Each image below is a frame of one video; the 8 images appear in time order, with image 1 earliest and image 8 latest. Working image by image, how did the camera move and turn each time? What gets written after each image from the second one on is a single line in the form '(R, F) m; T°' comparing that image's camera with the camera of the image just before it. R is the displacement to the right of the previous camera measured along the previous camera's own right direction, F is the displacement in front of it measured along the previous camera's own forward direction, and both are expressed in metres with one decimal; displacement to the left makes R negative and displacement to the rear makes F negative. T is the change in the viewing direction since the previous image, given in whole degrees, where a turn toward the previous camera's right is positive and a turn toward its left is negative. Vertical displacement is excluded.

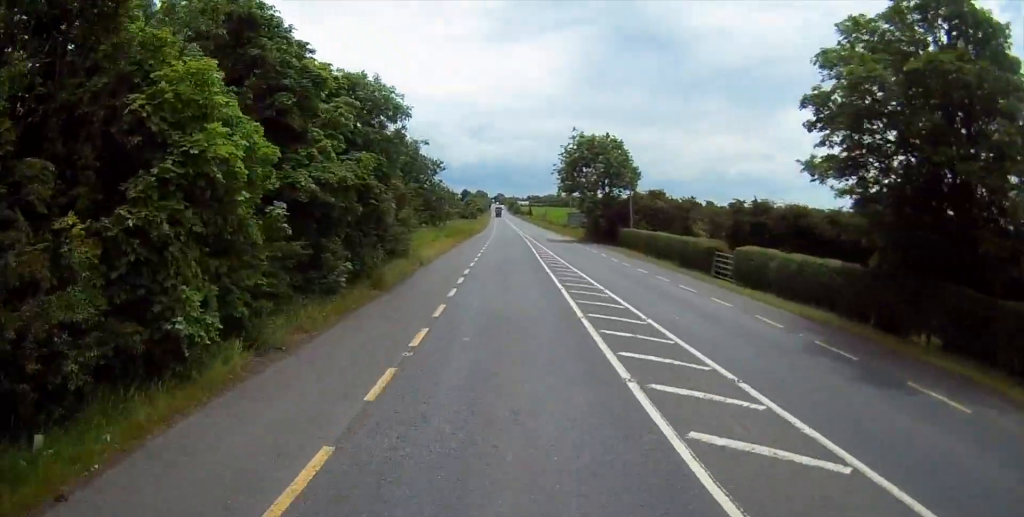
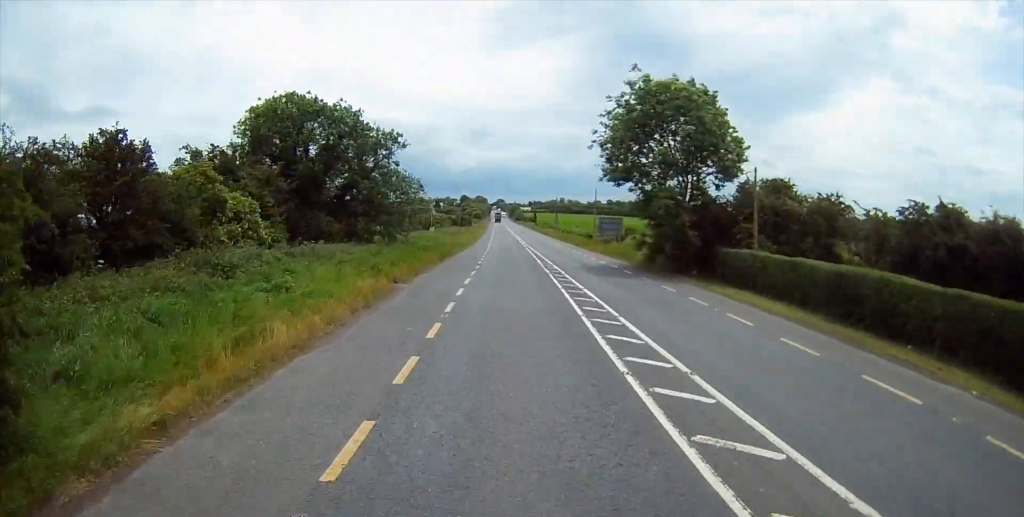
(-0.4, +30.2) m; 0°
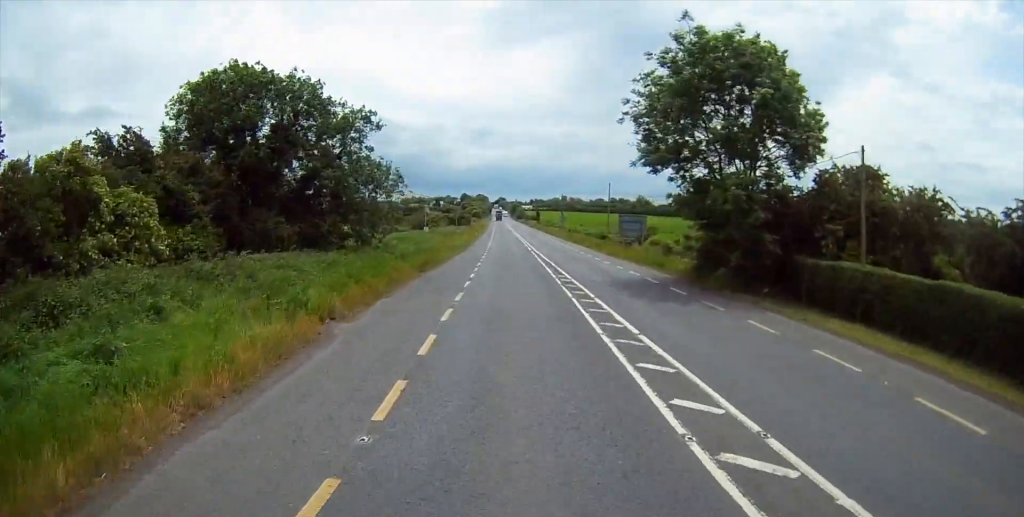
(+0.2, +9.9) m; +1°
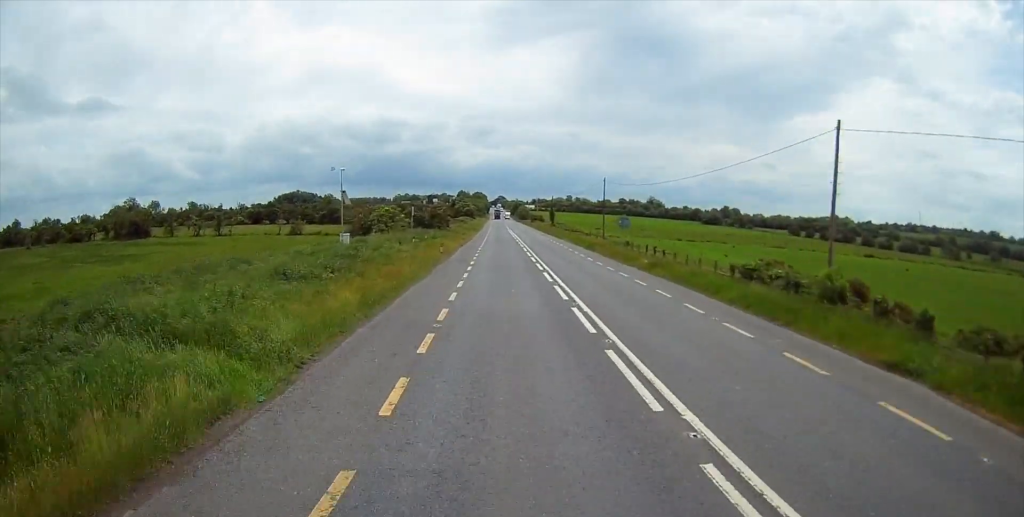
(0.0, +50.5) m; -1°
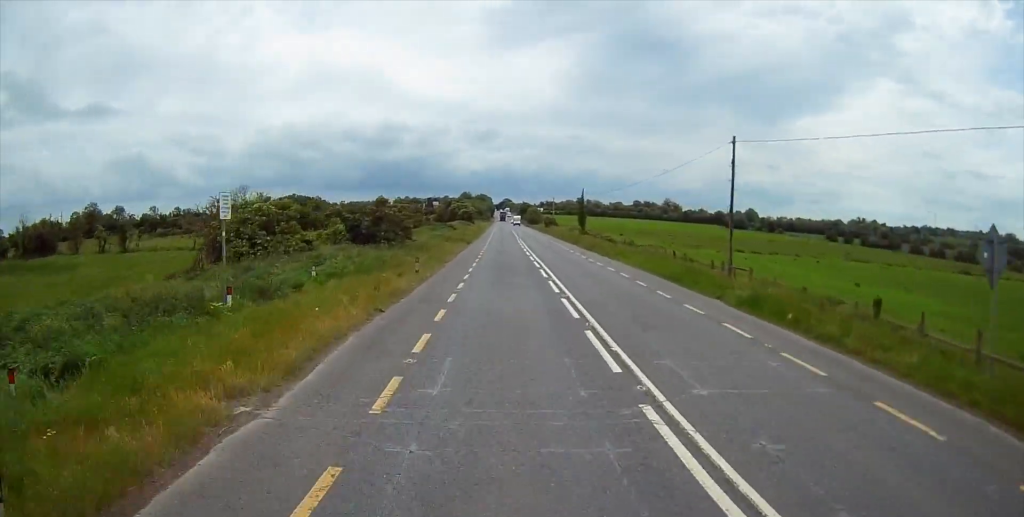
(+0.1, +38.8) m; 0°
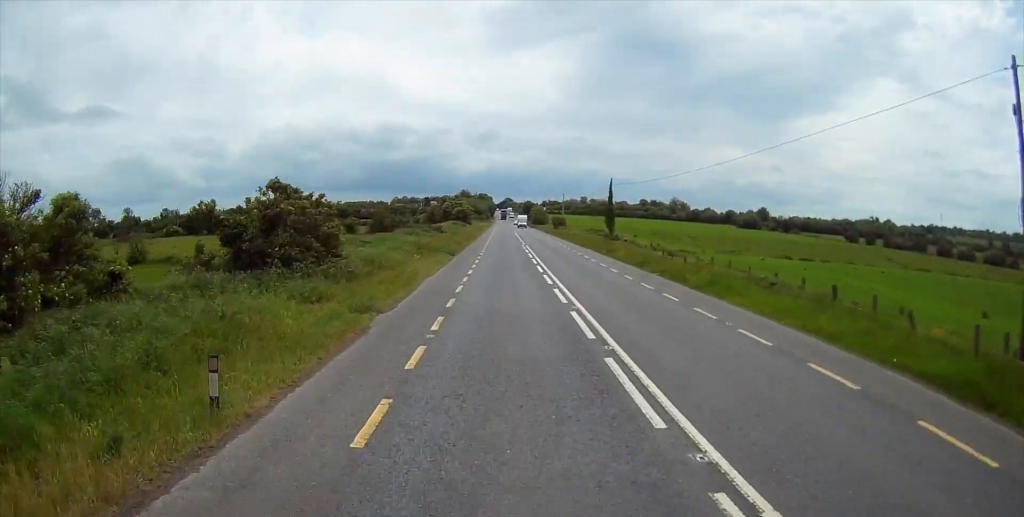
(-0.1, +20.8) m; 0°
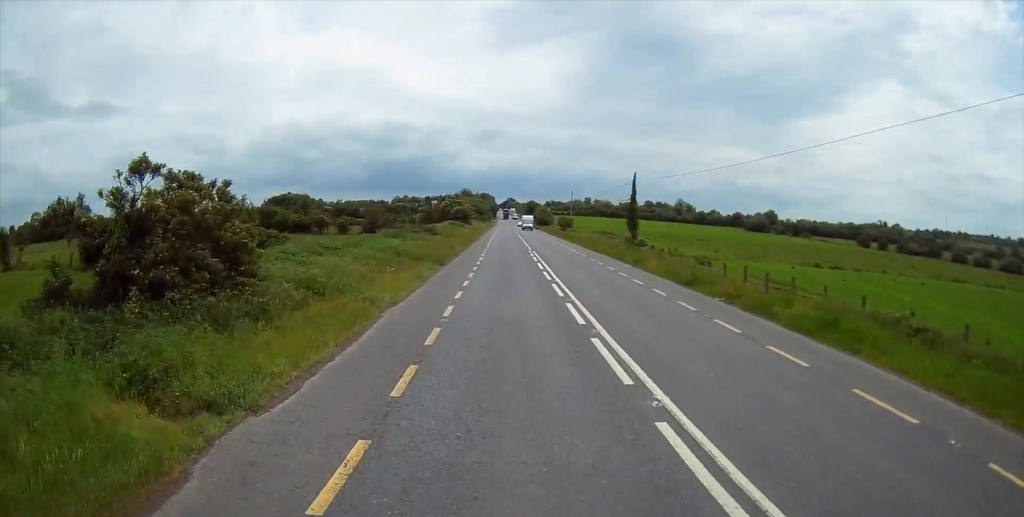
(-0.1, +9.6) m; 0°
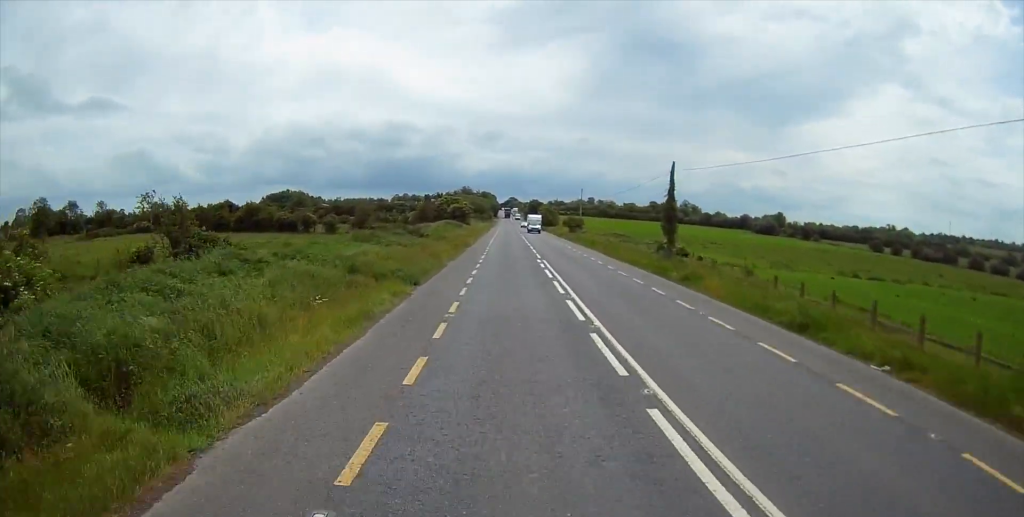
(0.0, +11.0) m; 0°
